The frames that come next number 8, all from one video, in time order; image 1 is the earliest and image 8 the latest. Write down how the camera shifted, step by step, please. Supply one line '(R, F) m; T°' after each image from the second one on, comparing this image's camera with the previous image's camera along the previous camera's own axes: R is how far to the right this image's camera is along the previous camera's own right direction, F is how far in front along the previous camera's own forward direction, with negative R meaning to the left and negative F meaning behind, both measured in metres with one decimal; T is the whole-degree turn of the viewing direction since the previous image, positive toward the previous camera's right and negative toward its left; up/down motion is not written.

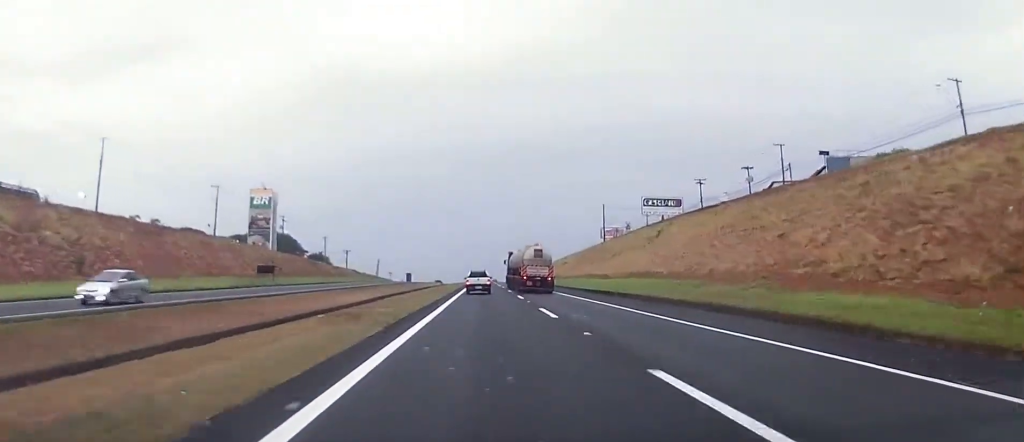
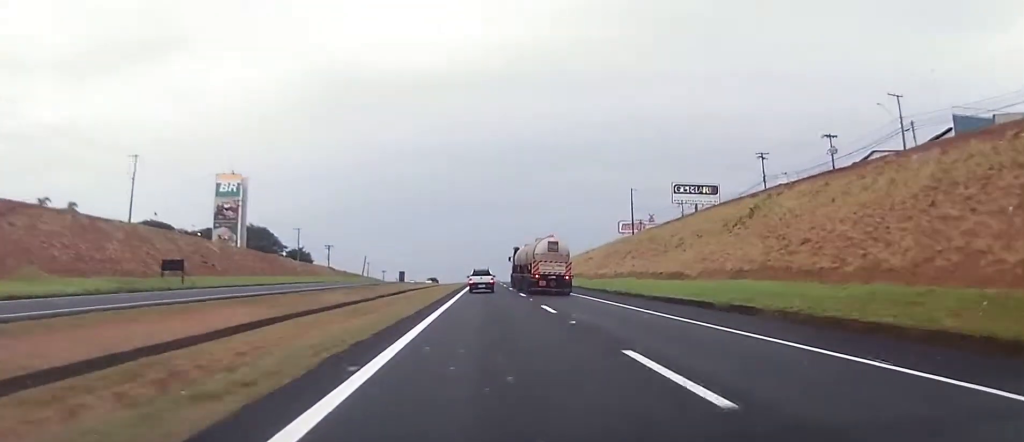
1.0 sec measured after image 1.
(+0.2, +30.5) m; 0°
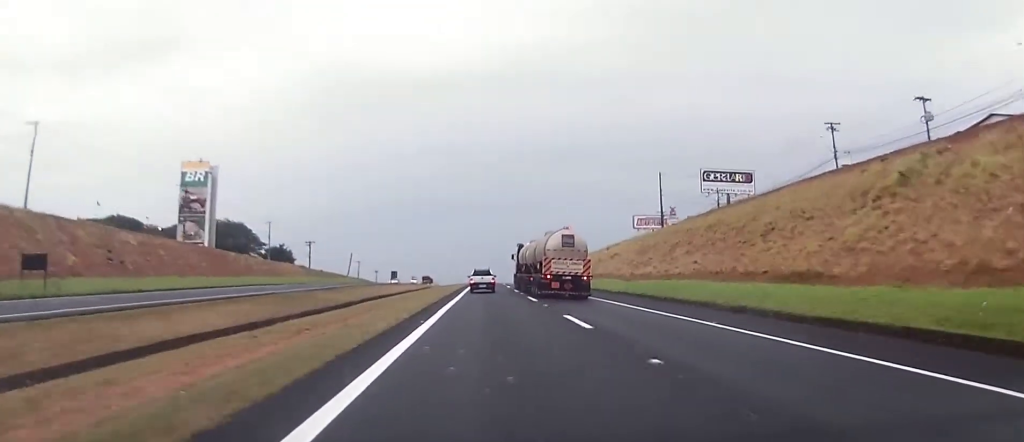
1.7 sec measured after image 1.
(-0.2, +23.5) m; 0°
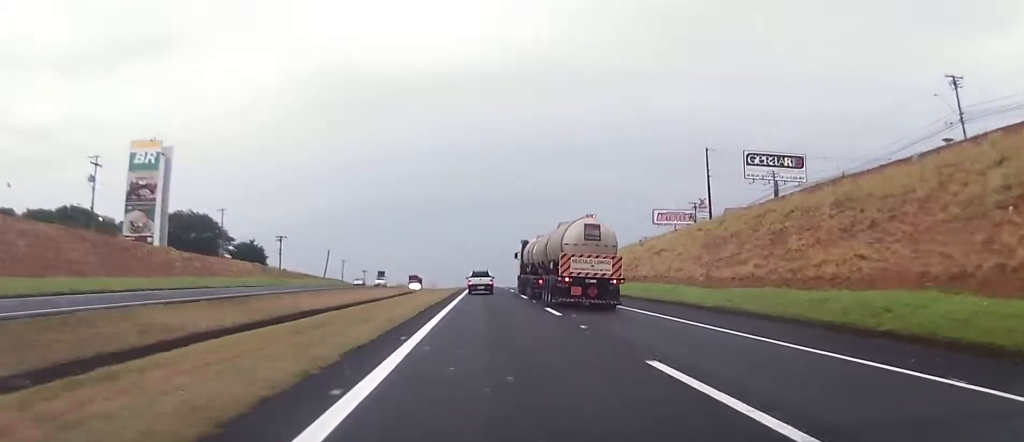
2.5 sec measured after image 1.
(0.0, +27.3) m; 0°
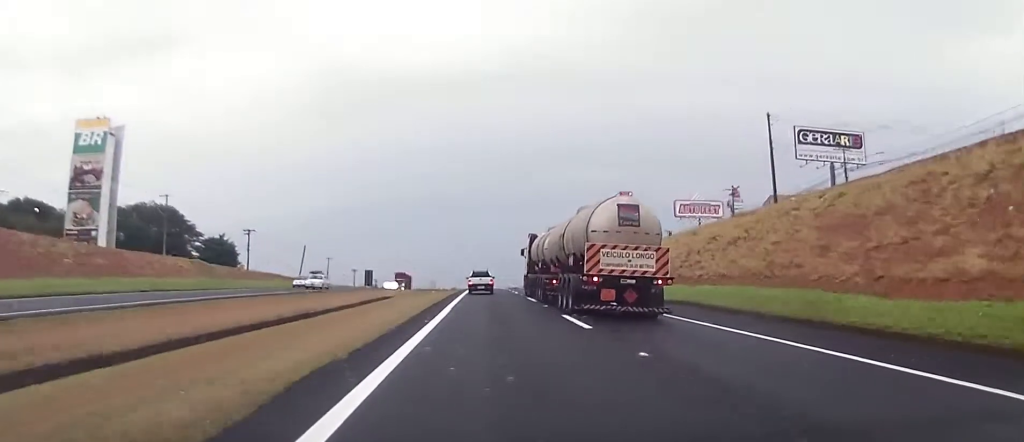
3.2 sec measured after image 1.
(+0.1, +23.6) m; 0°
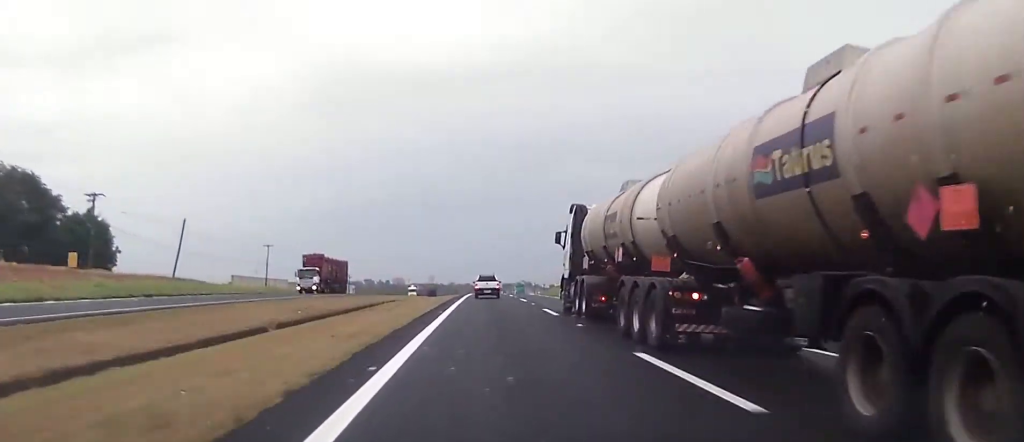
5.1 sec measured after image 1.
(-0.1, +66.7) m; 0°
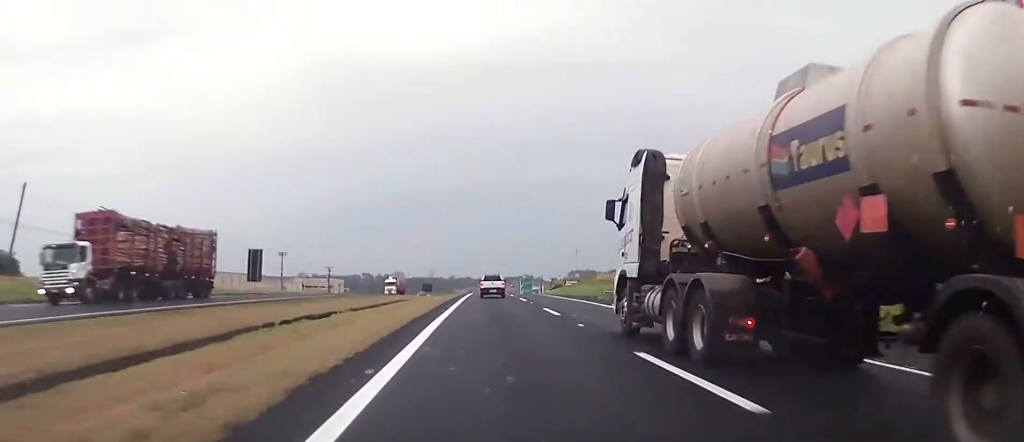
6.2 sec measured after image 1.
(0.0, +35.5) m; 0°
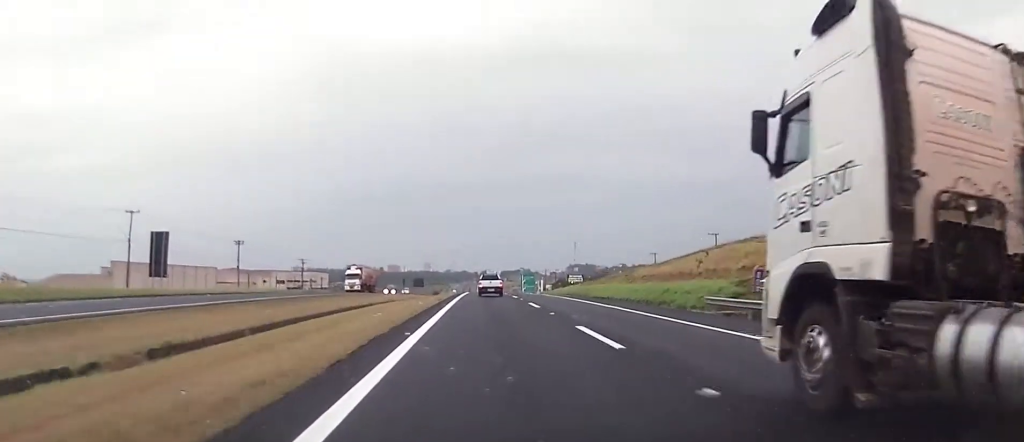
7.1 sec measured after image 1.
(-0.2, +28.5) m; 0°
